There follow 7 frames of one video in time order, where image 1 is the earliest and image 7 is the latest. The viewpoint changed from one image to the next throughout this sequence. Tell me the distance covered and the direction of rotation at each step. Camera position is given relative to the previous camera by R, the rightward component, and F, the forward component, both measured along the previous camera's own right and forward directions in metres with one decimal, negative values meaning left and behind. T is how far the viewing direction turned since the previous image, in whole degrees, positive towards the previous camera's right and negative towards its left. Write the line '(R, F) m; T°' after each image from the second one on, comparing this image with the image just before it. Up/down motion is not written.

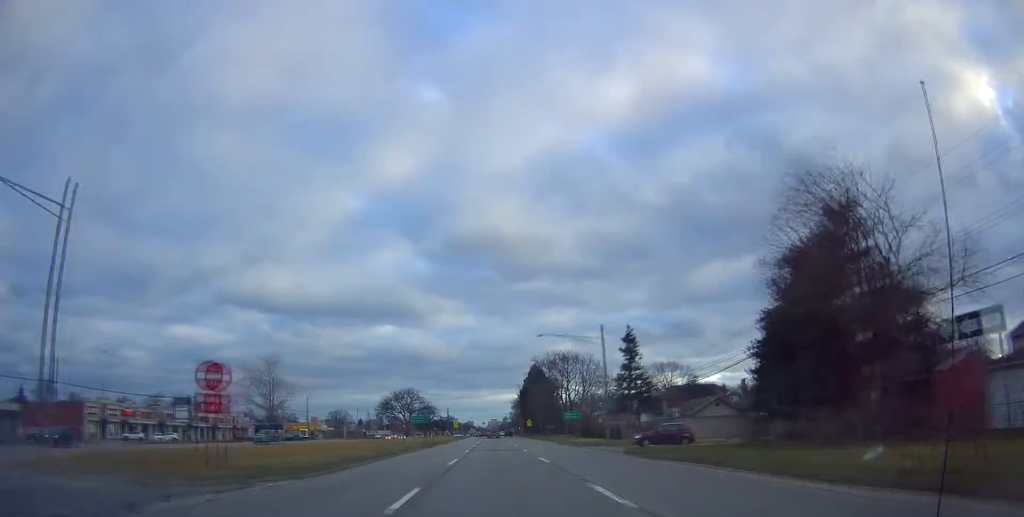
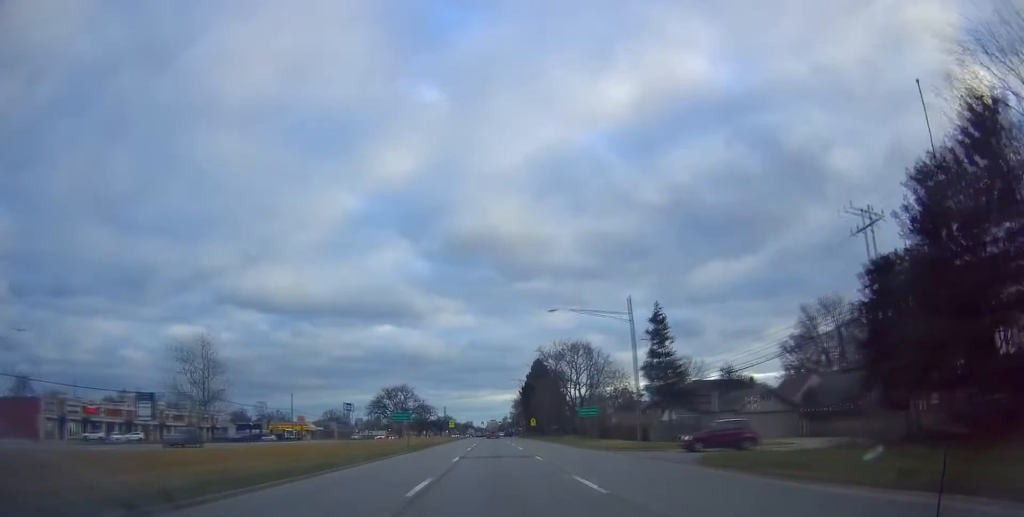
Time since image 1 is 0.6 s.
(0.0, +11.4) m; 0°
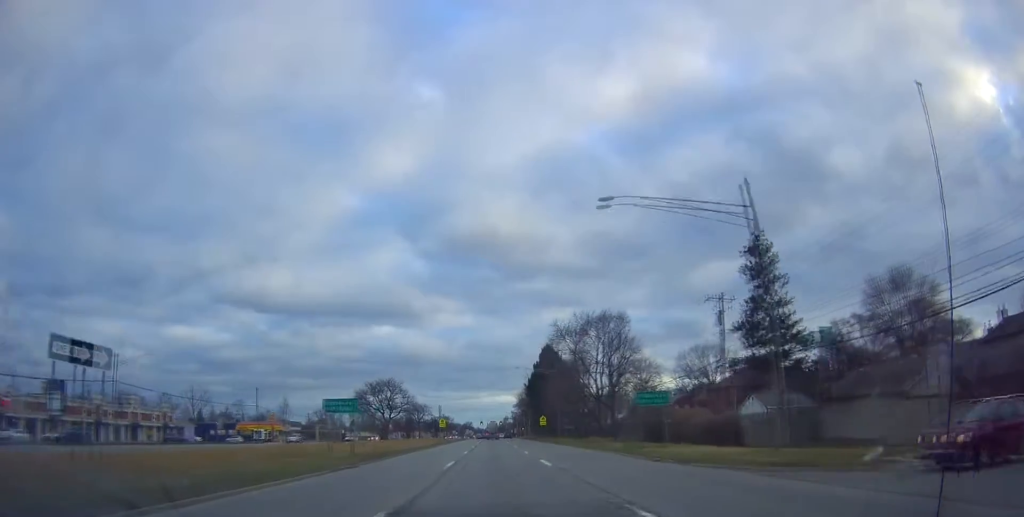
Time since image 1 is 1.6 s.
(+0.3, +21.5) m; 0°
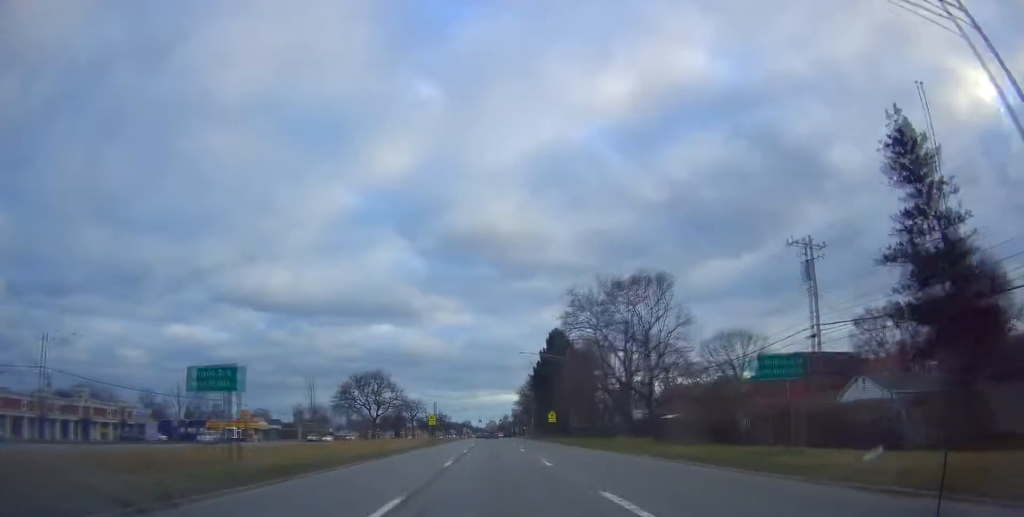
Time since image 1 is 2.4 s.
(-0.5, +14.7) m; 0°
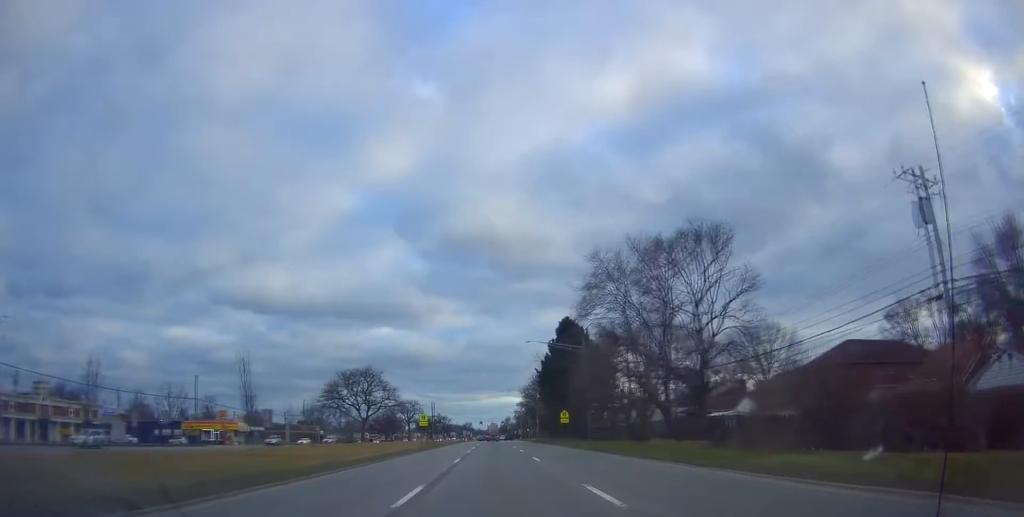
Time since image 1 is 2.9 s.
(+0.4, +11.4) m; +1°
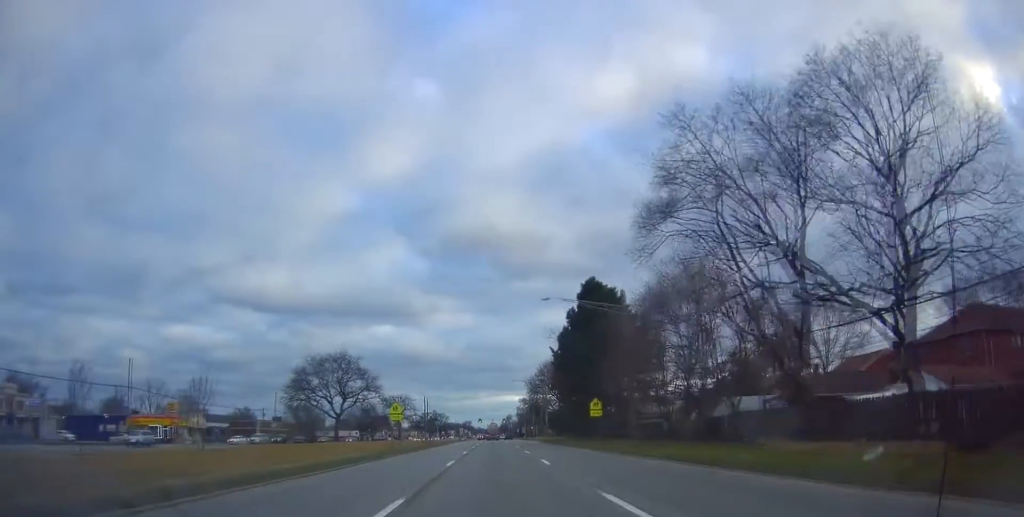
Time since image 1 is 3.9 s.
(+0.1, +19.4) m; 0°
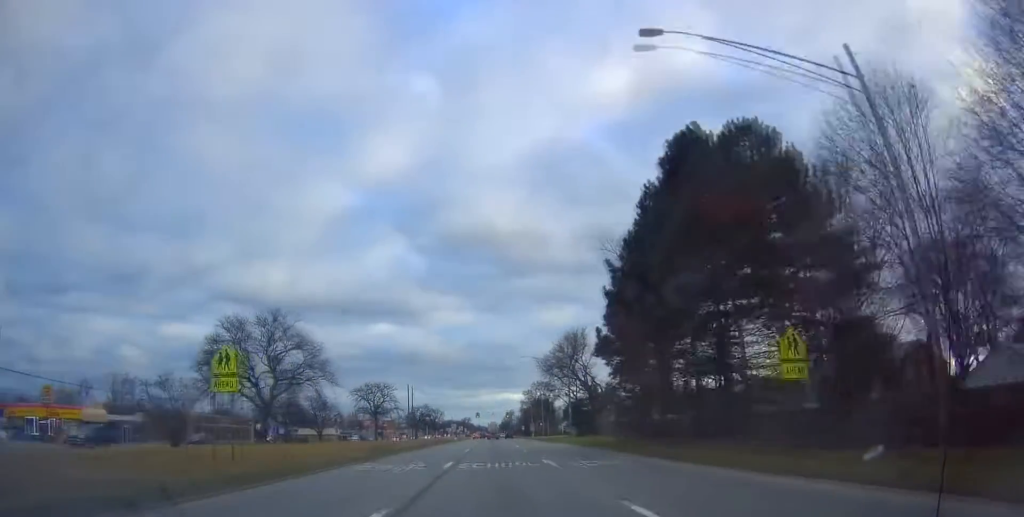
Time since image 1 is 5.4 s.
(+0.1, +30.7) m; -1°
